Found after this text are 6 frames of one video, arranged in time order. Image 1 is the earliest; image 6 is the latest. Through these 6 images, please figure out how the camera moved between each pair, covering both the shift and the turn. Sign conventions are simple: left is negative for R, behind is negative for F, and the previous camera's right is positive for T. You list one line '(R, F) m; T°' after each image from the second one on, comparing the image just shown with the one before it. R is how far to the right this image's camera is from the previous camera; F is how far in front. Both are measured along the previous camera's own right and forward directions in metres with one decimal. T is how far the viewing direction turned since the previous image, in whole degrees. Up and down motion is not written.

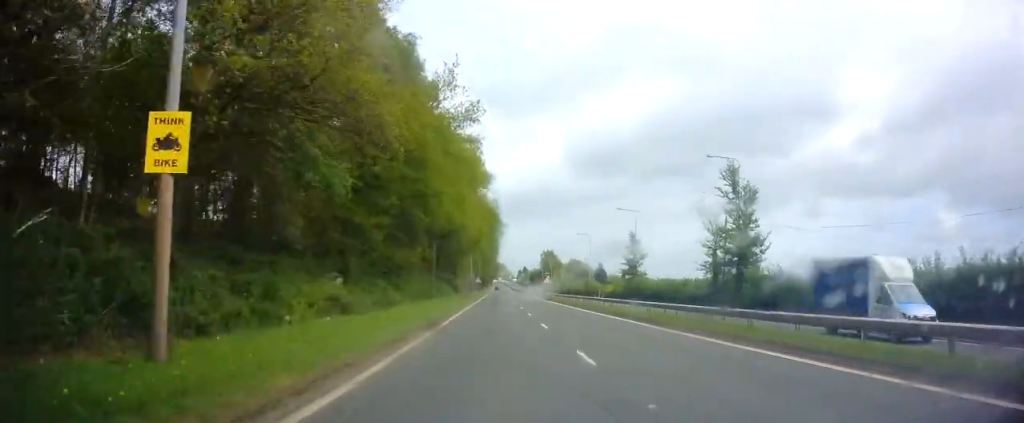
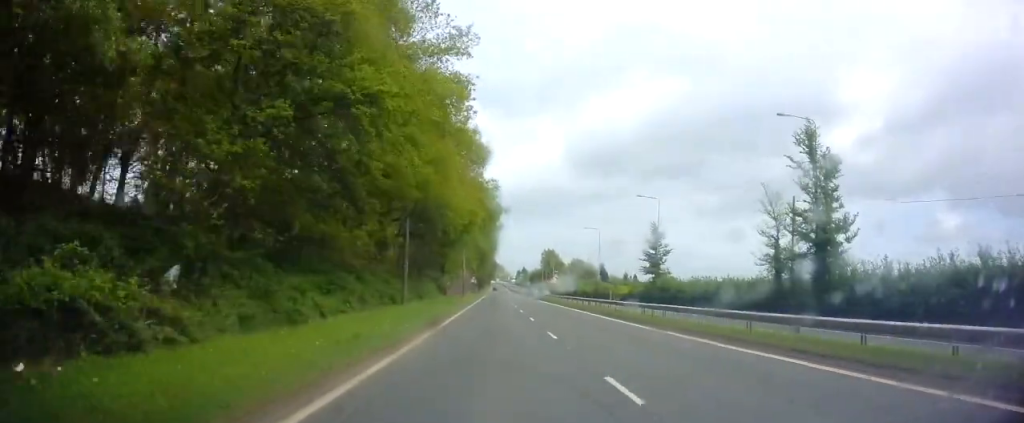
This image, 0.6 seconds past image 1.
(0.0, +12.5) m; -1°
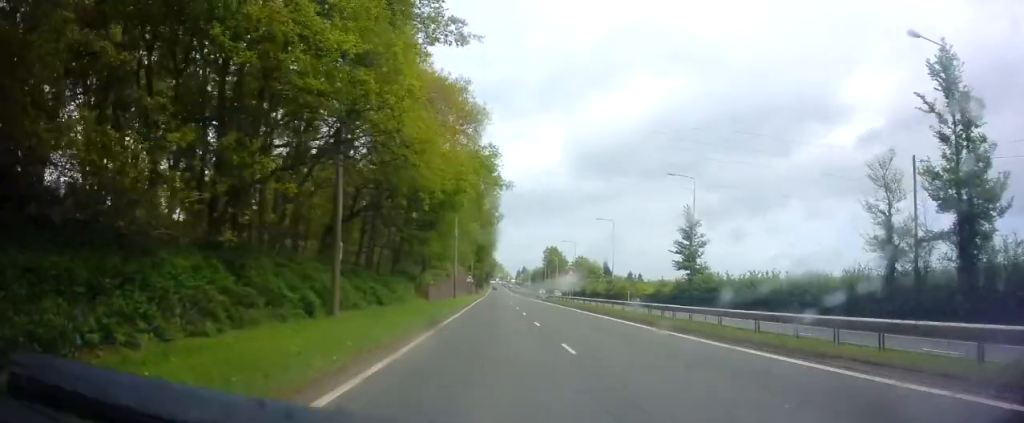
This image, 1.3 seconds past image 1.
(-0.2, +13.1) m; -1°
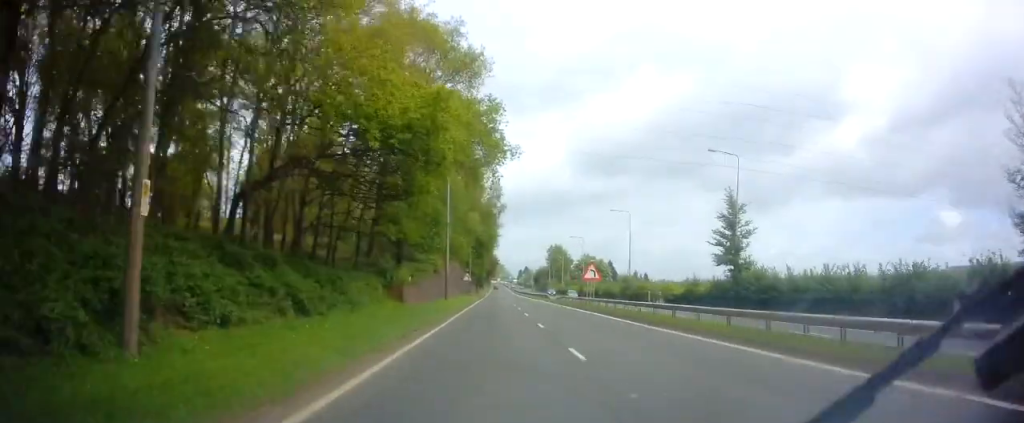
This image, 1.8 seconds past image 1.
(-0.1, +10.5) m; 0°
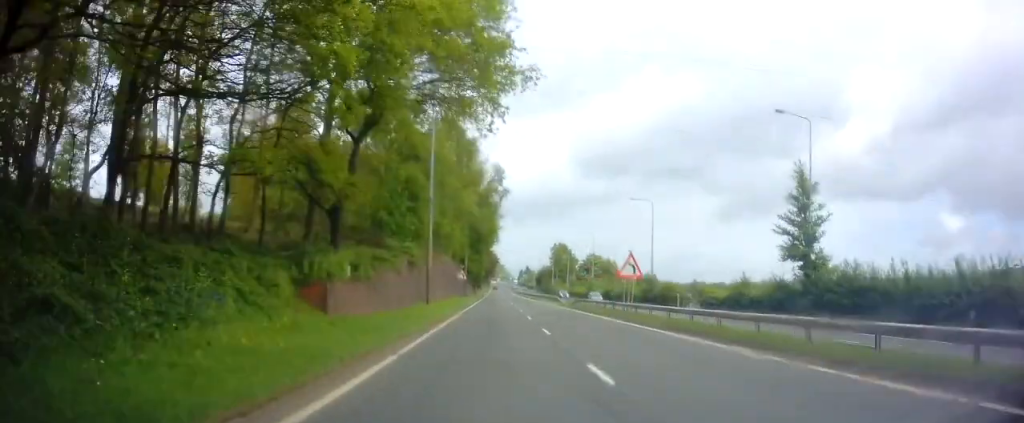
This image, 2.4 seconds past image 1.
(-0.1, +11.8) m; 0°
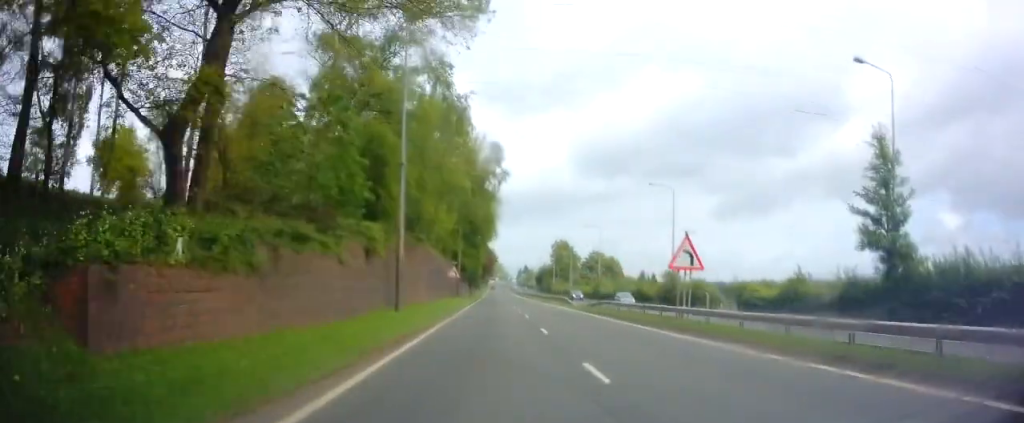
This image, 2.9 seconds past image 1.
(+0.1, +9.3) m; 0°
